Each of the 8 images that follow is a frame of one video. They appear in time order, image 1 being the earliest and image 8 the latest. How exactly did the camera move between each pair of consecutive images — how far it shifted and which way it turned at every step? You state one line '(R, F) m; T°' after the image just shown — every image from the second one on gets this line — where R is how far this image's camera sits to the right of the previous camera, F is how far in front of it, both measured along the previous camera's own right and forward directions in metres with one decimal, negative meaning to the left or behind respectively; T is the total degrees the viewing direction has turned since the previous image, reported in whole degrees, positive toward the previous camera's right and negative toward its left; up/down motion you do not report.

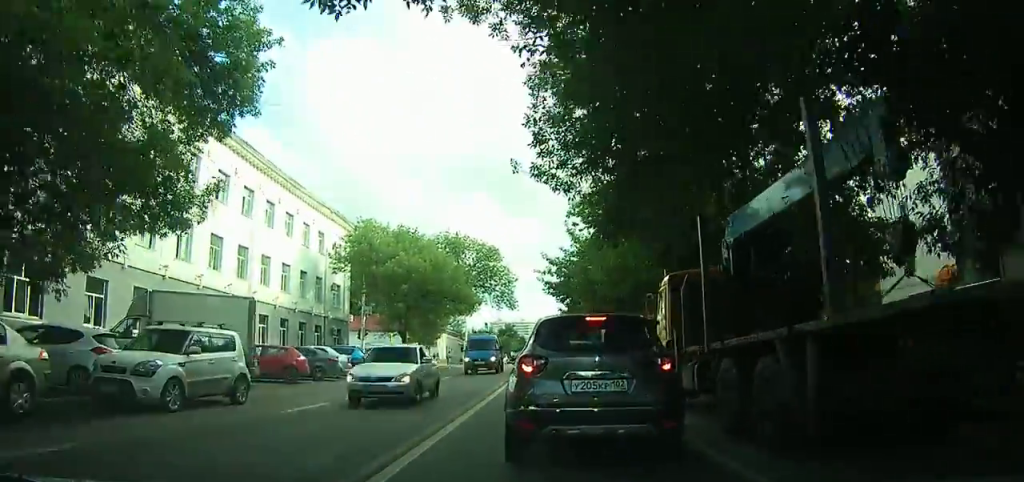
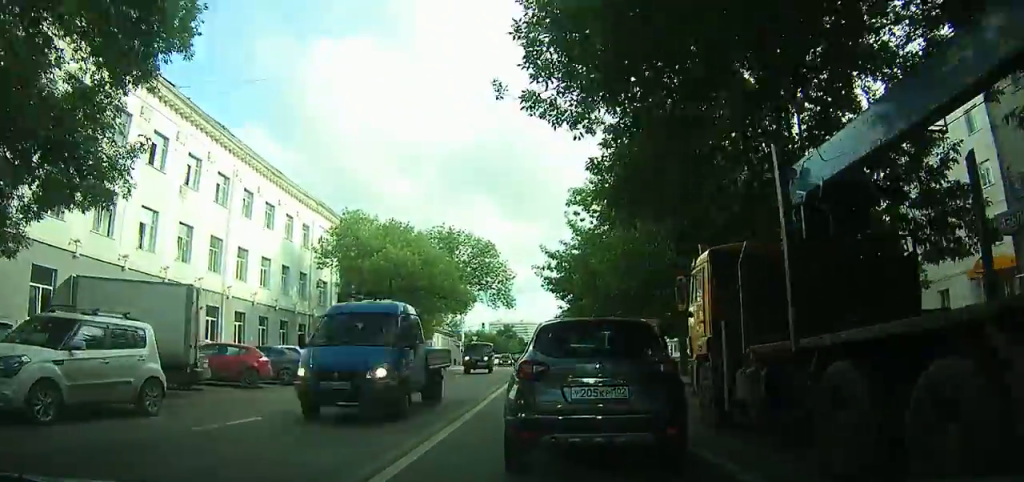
(-0.3, +5.7) m; -1°
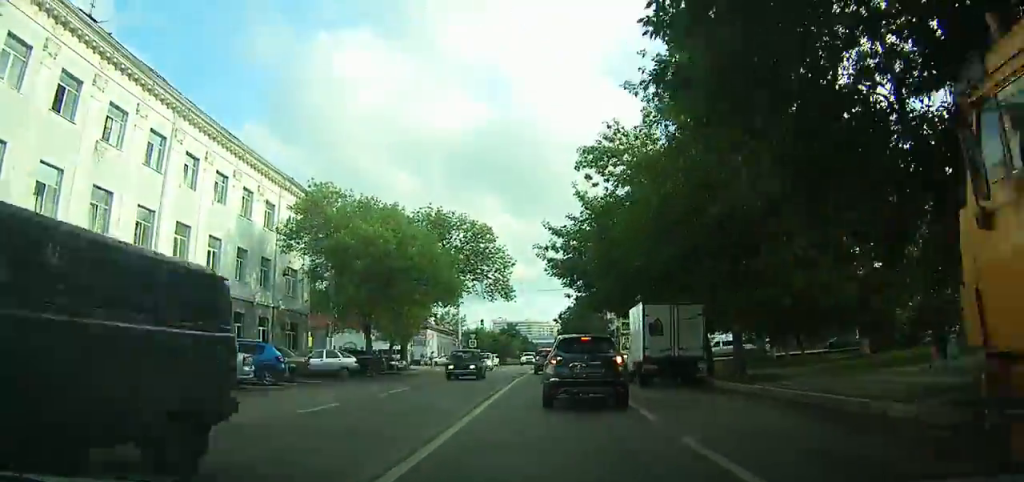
(0.0, +9.7) m; -1°
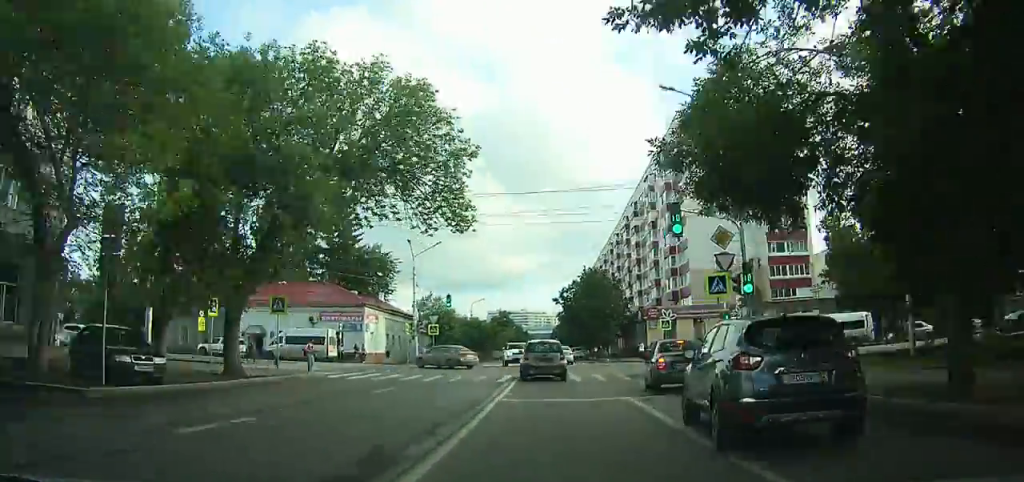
(-0.3, +19.6) m; -1°
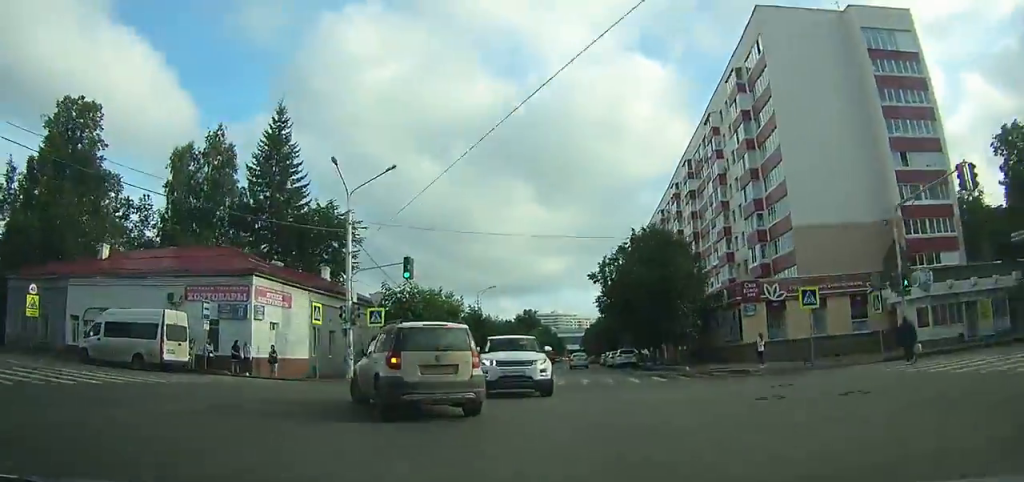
(-0.4, +19.6) m; -15°
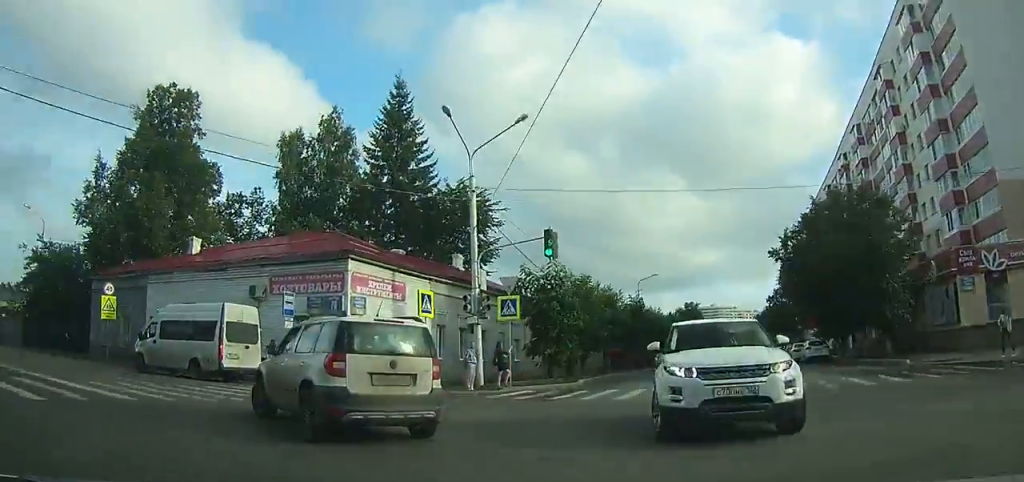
(+0.5, +8.9) m; -21°
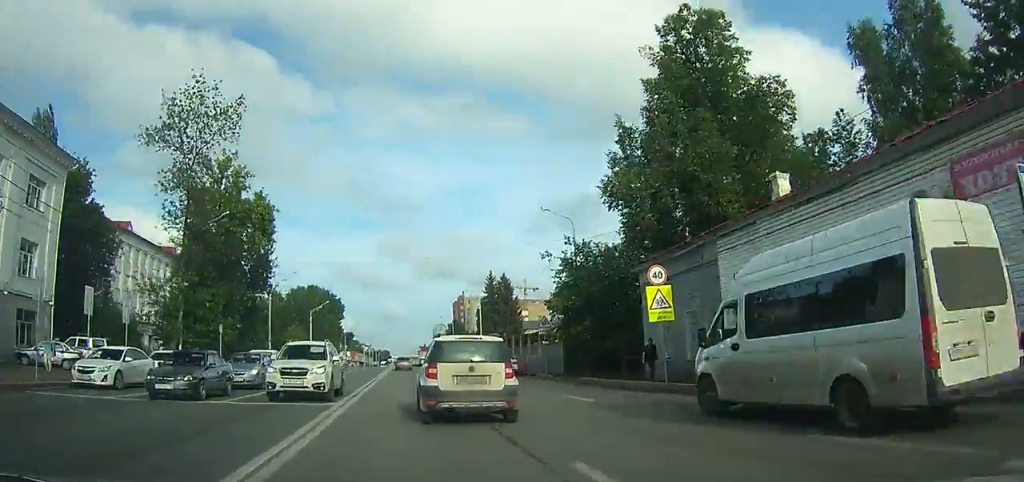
(-6.9, +14.8) m; -35°
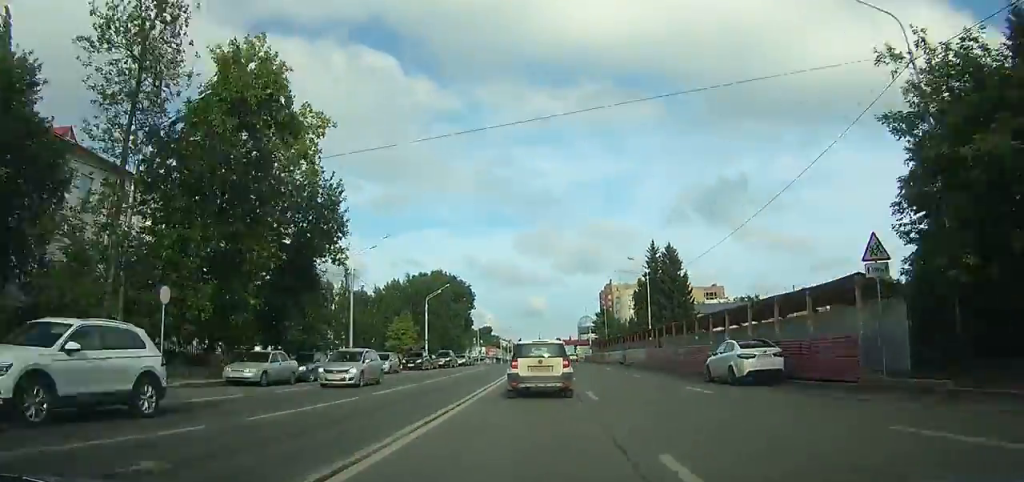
(-6.4, +22.9) m; -17°
